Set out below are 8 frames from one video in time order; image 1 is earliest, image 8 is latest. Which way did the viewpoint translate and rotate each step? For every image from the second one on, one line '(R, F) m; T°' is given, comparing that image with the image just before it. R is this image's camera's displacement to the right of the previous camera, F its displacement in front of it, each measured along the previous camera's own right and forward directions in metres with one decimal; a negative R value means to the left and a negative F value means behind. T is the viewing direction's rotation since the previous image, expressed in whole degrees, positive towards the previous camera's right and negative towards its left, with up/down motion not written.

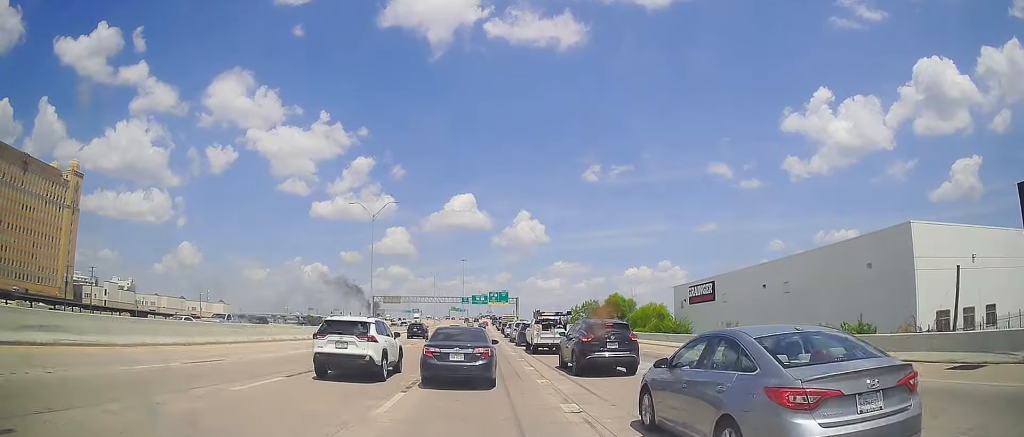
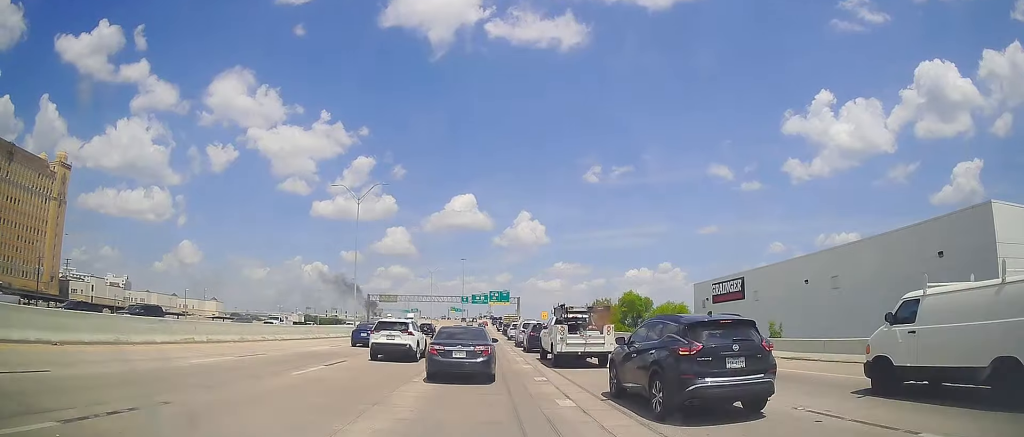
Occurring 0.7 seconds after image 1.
(+0.2, +8.4) m; 0°
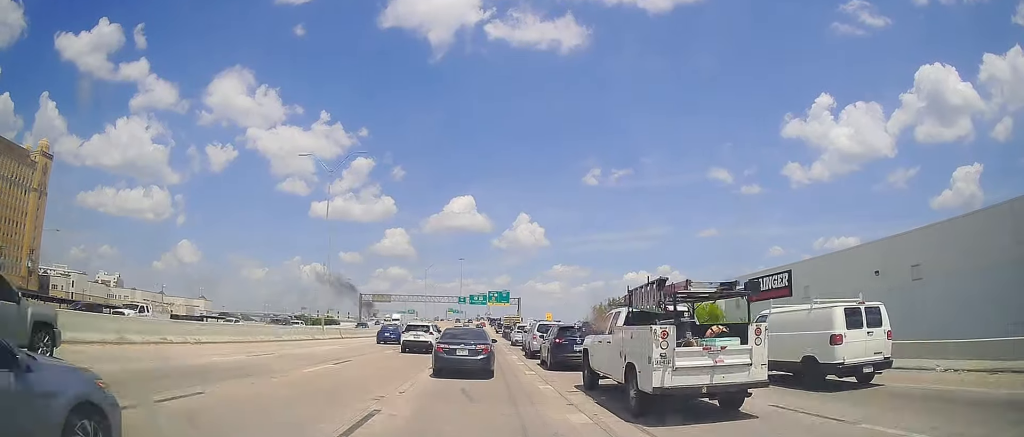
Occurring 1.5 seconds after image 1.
(-0.2, +11.0) m; 0°
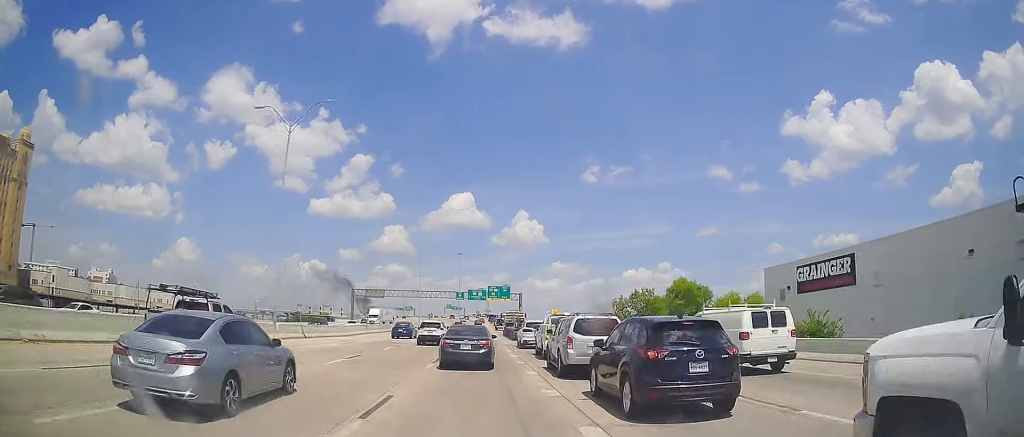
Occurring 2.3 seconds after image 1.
(+0.1, +10.6) m; 0°
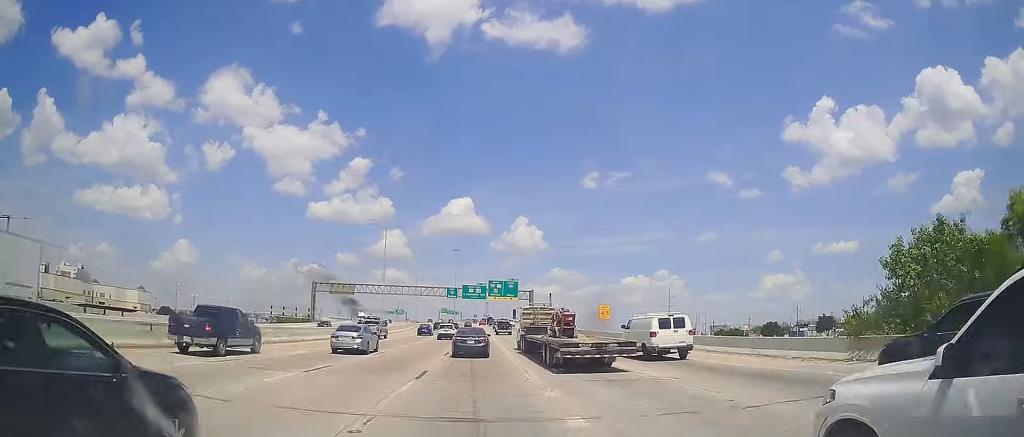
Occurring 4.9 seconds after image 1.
(0.0, +41.4) m; 0°
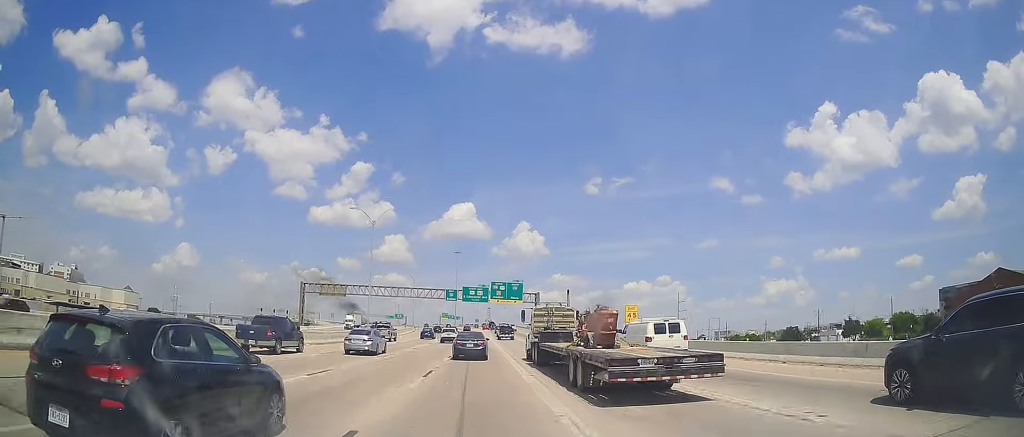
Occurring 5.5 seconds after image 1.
(0.0, +10.8) m; 0°
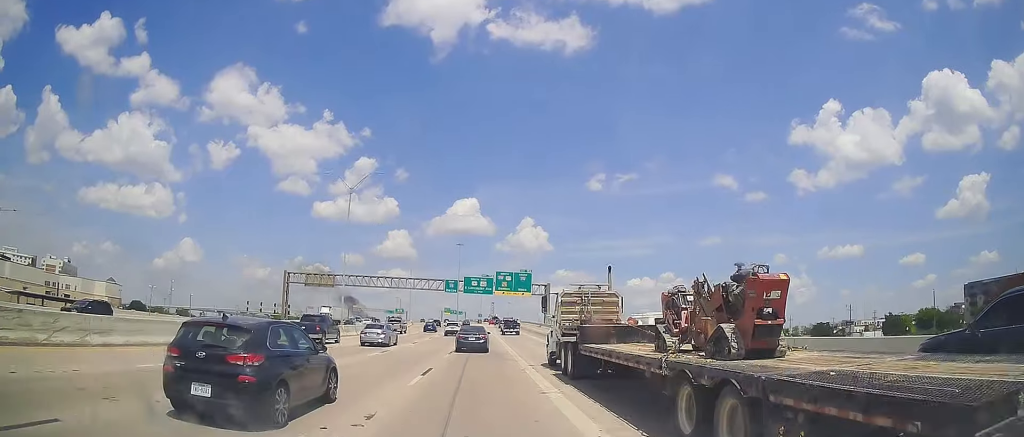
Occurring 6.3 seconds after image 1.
(+0.1, +13.7) m; 0°
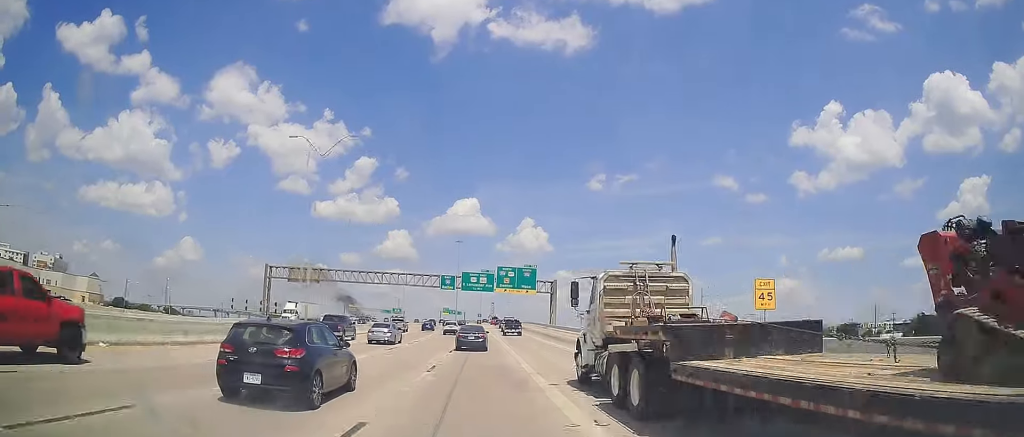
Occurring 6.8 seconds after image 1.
(+0.1, +10.1) m; 0°
